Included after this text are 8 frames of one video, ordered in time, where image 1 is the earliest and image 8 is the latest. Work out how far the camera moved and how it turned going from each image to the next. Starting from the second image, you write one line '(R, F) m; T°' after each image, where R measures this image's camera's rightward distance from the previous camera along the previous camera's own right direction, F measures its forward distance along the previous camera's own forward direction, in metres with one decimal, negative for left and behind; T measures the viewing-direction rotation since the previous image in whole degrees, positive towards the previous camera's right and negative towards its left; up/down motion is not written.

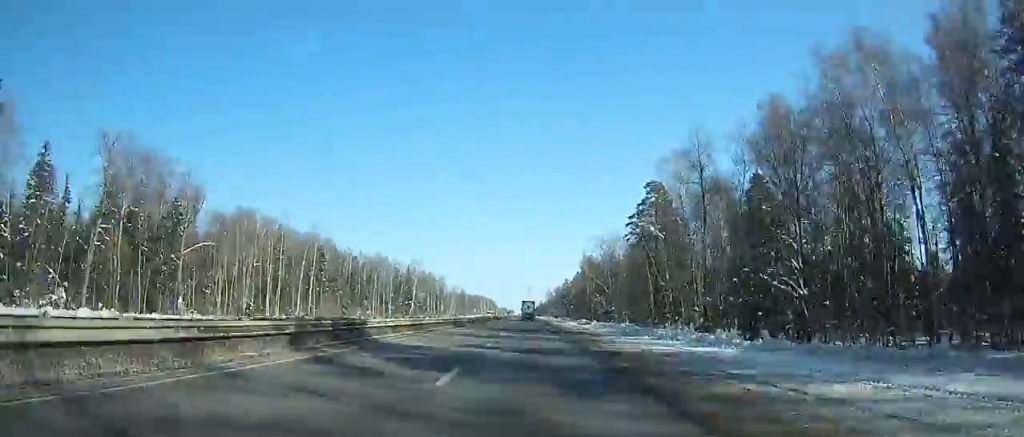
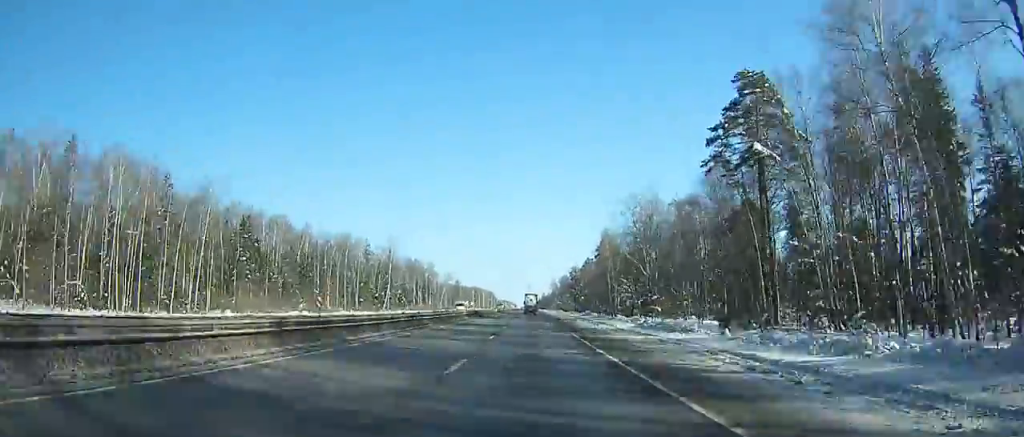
(+0.2, +47.1) m; 0°
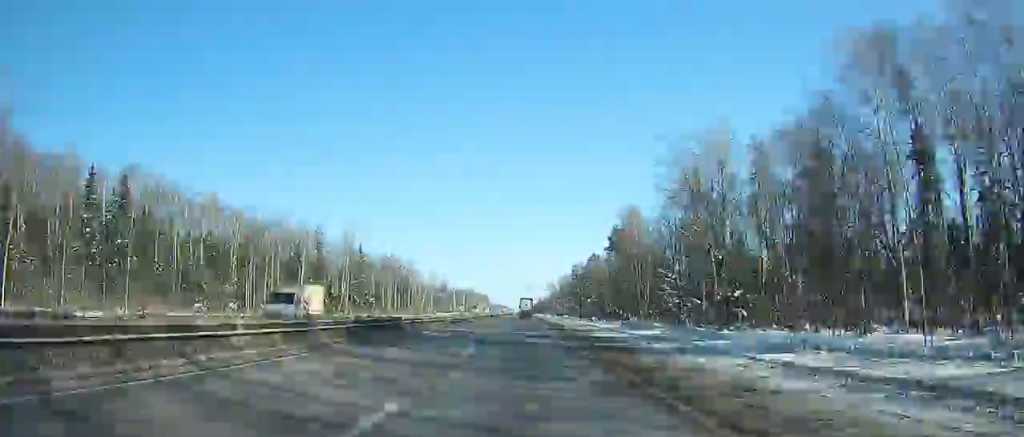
(+0.1, +42.3) m; 0°
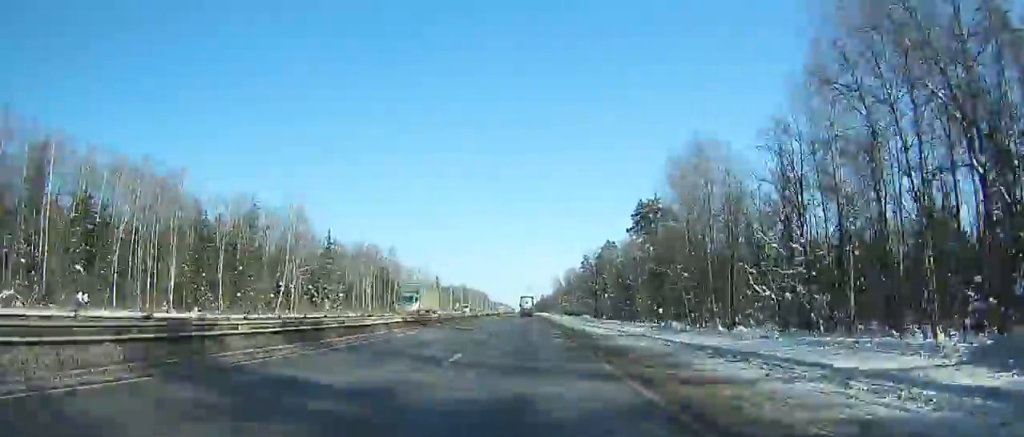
(0.0, +40.2) m; 0°
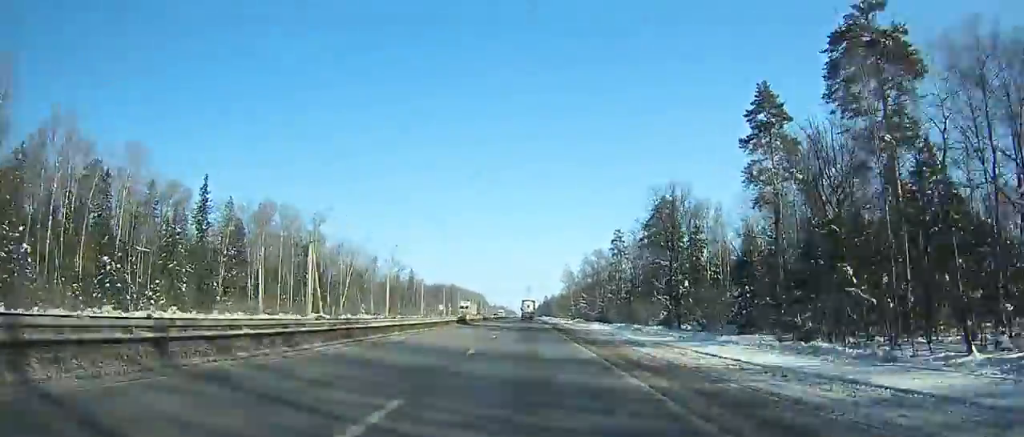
(-0.1, +80.7) m; 0°
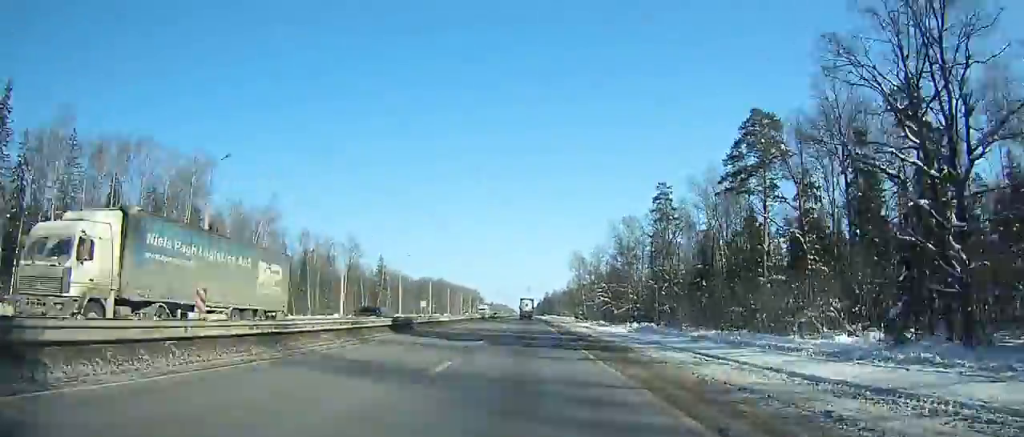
(+0.1, +52.9) m; 0°
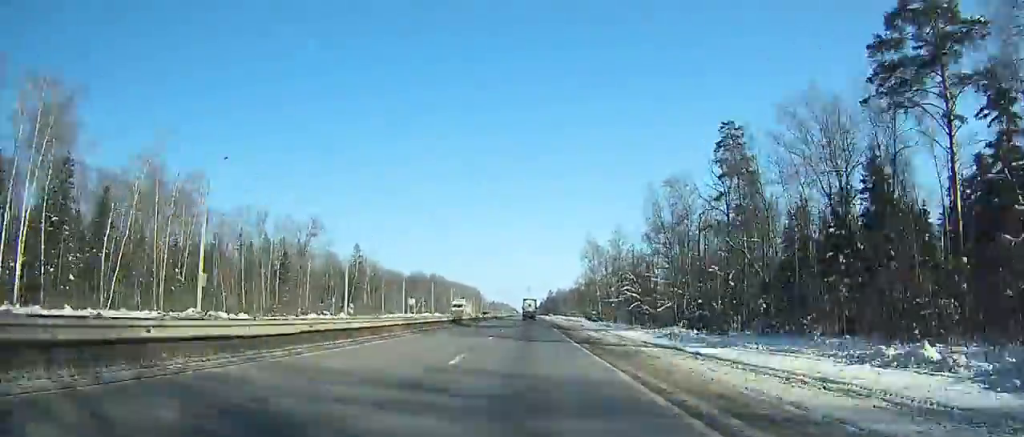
(-0.2, +34.3) m; 0°
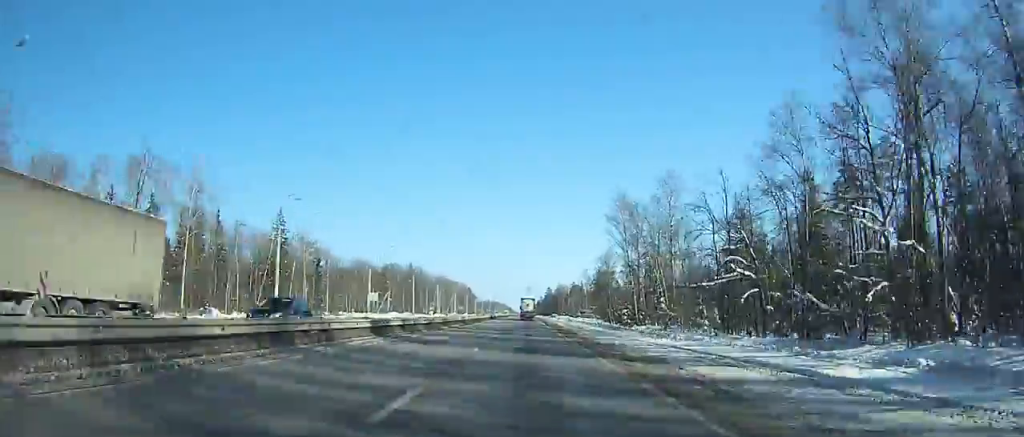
(-0.1, +54.4) m; 0°
